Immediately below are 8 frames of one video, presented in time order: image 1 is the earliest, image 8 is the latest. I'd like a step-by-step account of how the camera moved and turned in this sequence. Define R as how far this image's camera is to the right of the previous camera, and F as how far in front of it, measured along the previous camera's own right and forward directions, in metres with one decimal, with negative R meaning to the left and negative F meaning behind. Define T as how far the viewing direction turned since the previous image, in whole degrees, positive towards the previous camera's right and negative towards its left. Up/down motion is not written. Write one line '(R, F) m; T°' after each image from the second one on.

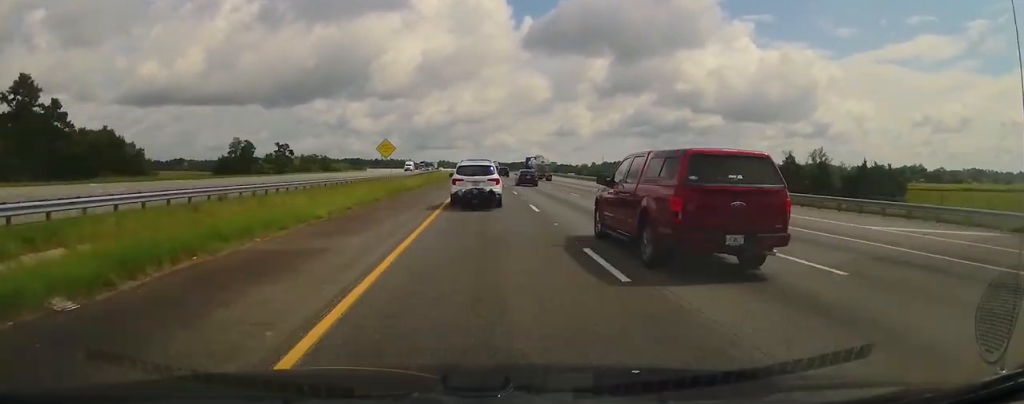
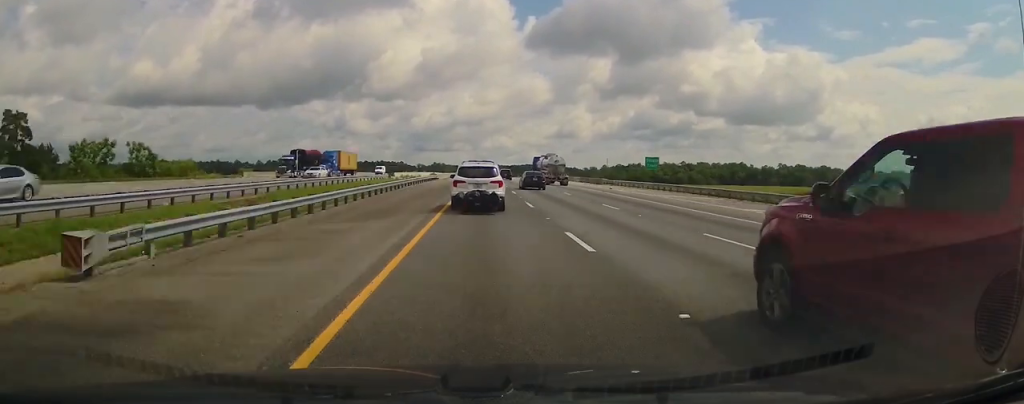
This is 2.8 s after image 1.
(-0.4, +94.8) m; 0°
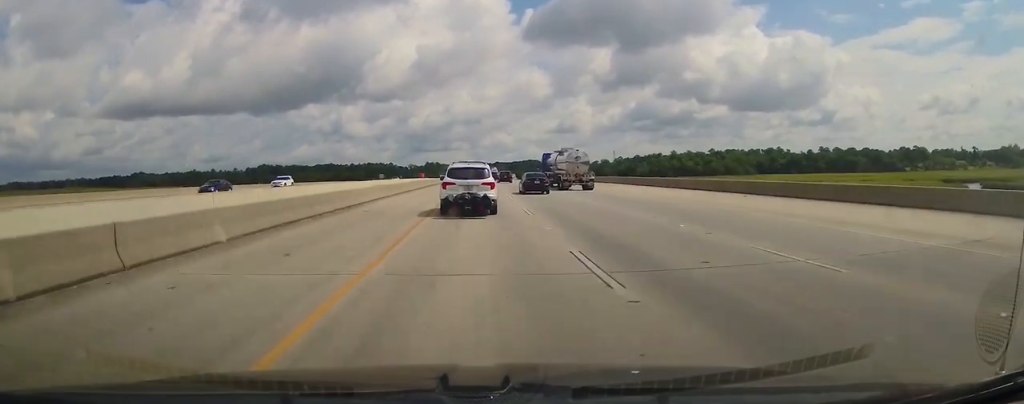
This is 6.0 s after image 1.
(0.0, +107.5) m; 0°
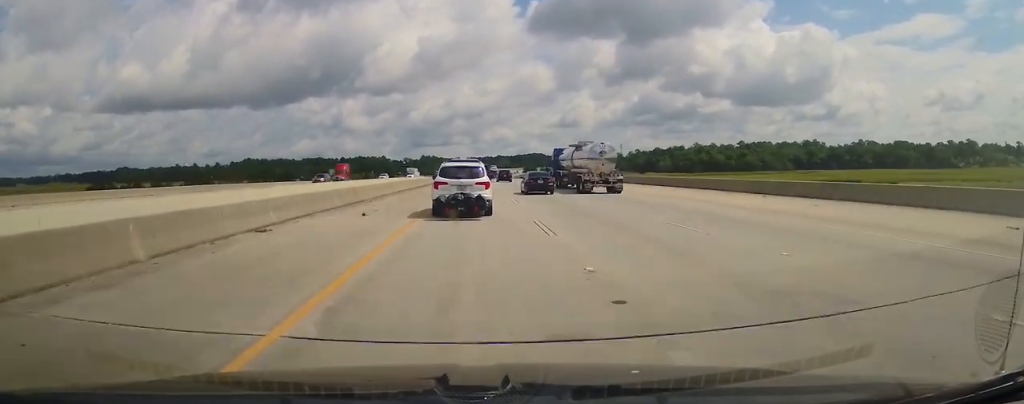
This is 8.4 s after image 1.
(-0.2, +79.6) m; 0°
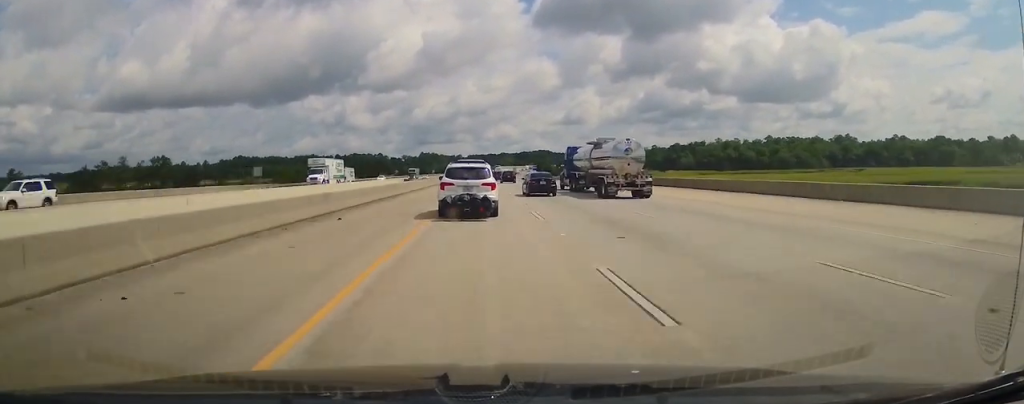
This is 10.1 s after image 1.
(-0.5, +57.3) m; 0°
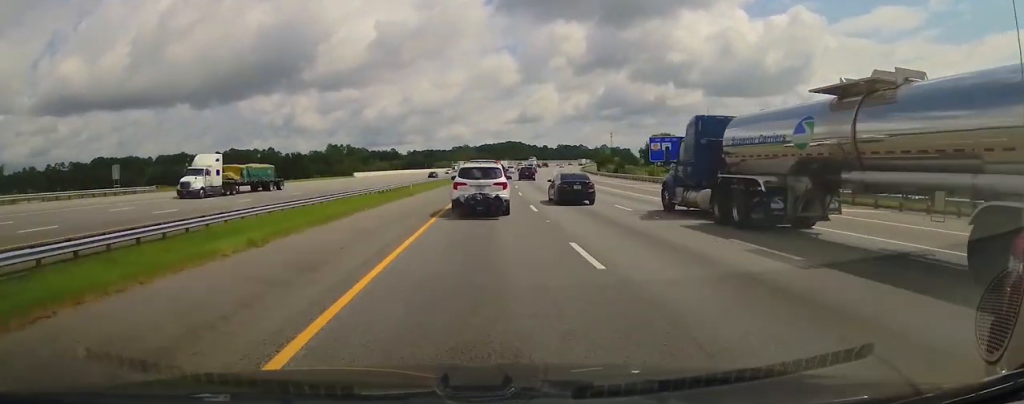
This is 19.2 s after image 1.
(+14.3, +297.7) m; +8°
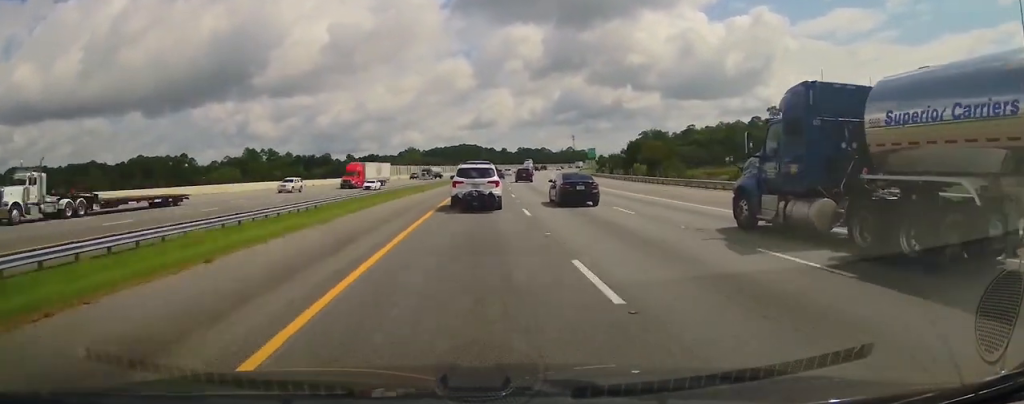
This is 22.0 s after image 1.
(+3.9, +92.3) m; +5°
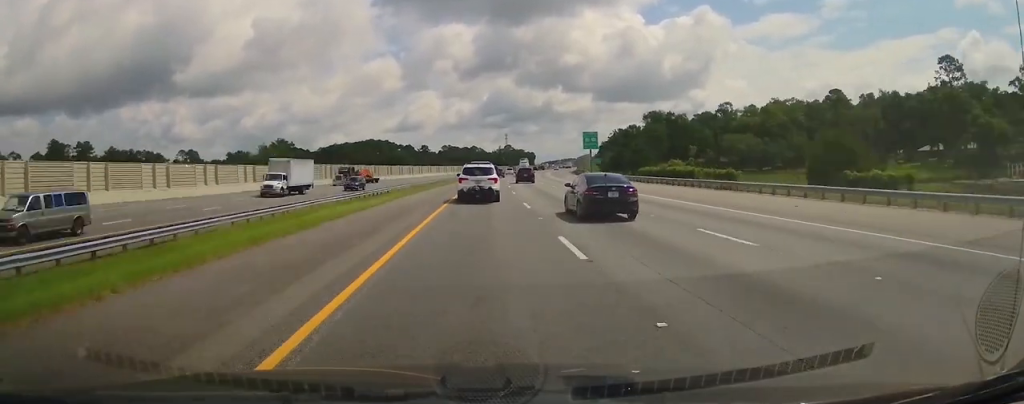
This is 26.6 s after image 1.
(+8.9, +151.5) m; +7°
